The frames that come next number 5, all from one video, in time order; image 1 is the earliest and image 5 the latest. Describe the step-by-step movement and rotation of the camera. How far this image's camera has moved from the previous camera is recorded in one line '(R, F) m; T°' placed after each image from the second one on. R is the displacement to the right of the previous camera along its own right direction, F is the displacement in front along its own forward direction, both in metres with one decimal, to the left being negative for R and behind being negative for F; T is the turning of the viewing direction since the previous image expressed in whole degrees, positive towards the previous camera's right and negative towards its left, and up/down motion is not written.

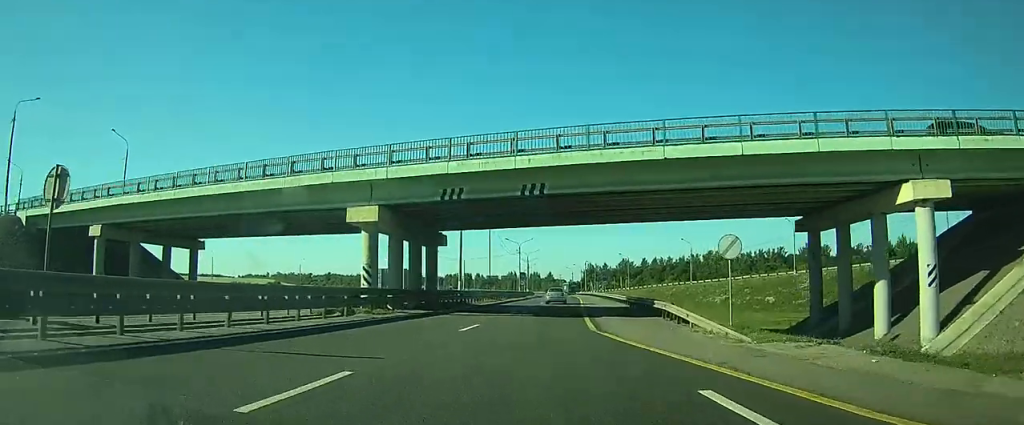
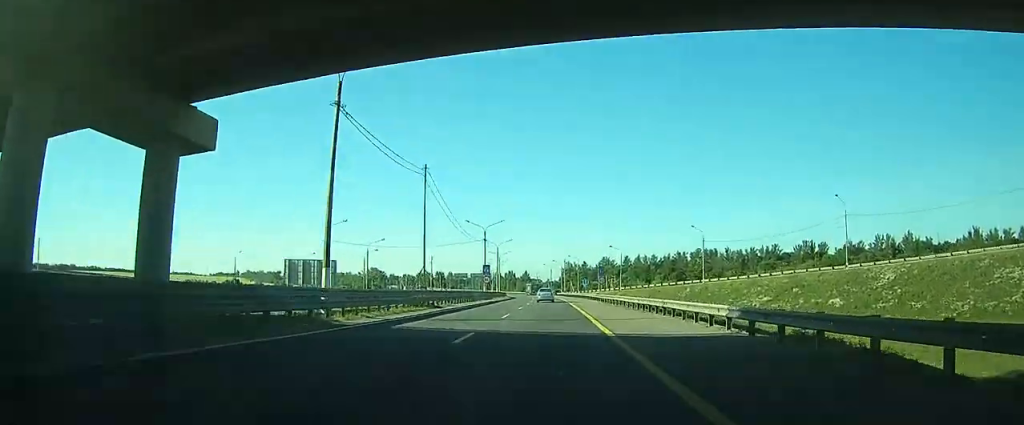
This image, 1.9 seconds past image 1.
(+0.7, +28.5) m; +2°
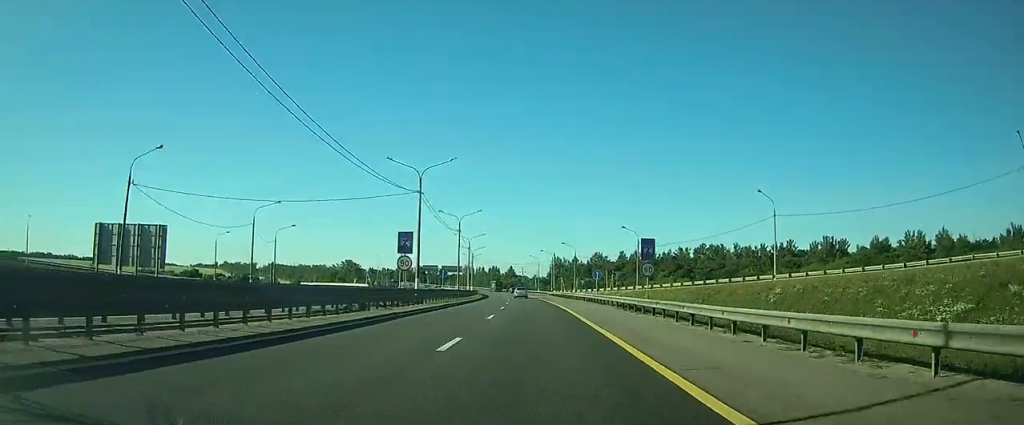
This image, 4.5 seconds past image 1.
(+1.0, +40.0) m; +3°
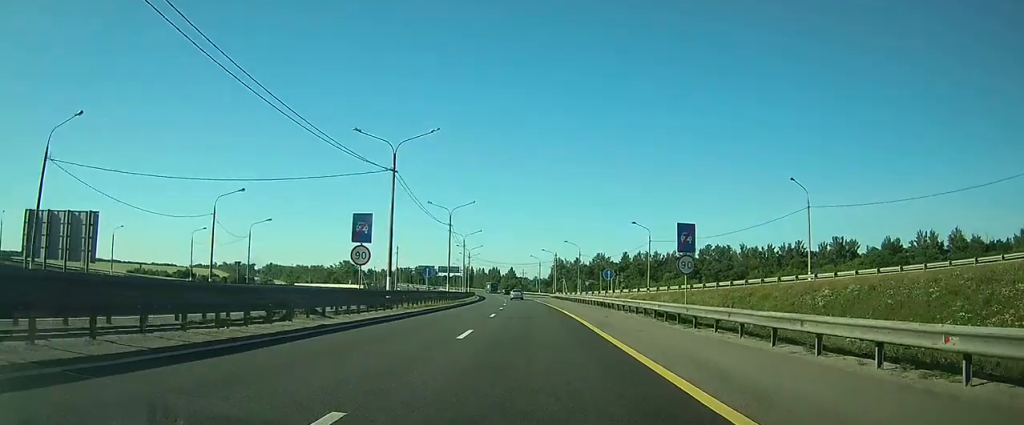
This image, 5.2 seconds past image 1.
(0.0, +9.4) m; 0°
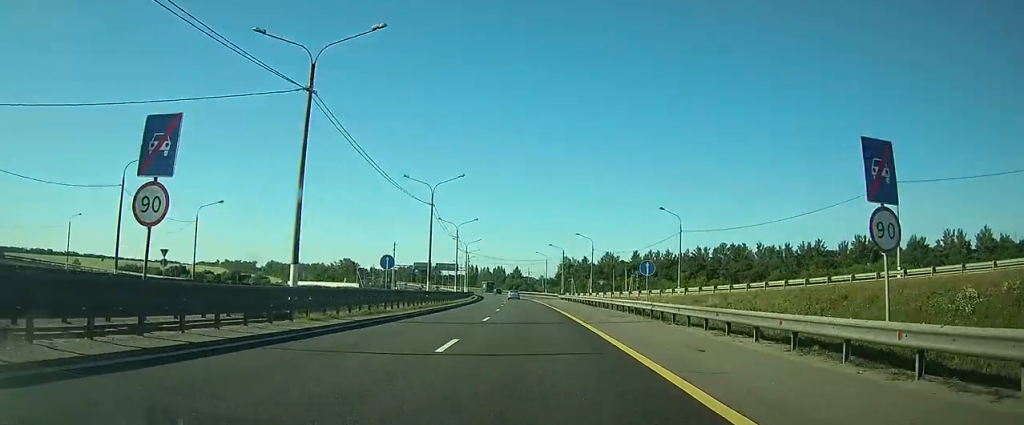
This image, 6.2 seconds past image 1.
(0.0, +15.9) m; -1°
